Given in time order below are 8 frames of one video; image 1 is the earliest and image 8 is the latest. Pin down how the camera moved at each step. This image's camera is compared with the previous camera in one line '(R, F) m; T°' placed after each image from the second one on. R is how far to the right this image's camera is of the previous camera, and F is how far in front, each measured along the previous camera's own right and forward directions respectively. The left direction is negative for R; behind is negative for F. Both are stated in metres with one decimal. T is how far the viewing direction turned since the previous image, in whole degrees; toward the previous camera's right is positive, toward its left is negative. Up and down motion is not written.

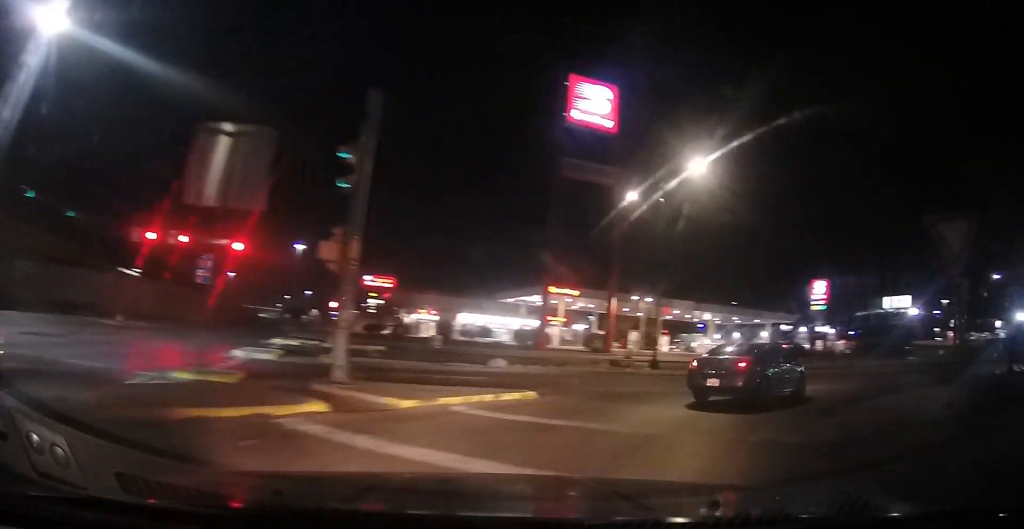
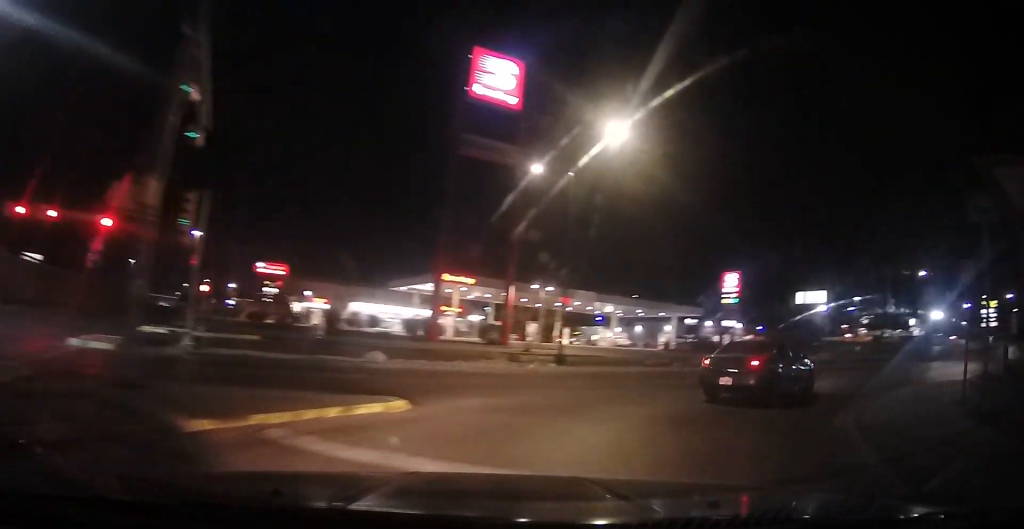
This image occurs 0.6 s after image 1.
(+0.1, +3.1) m; +10°
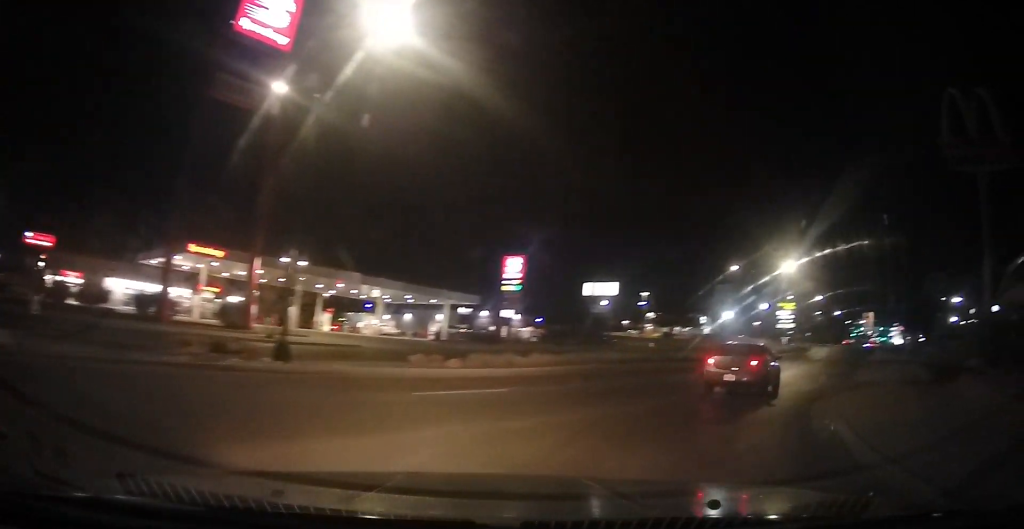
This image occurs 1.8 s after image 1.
(+1.8, +5.7) m; +31°
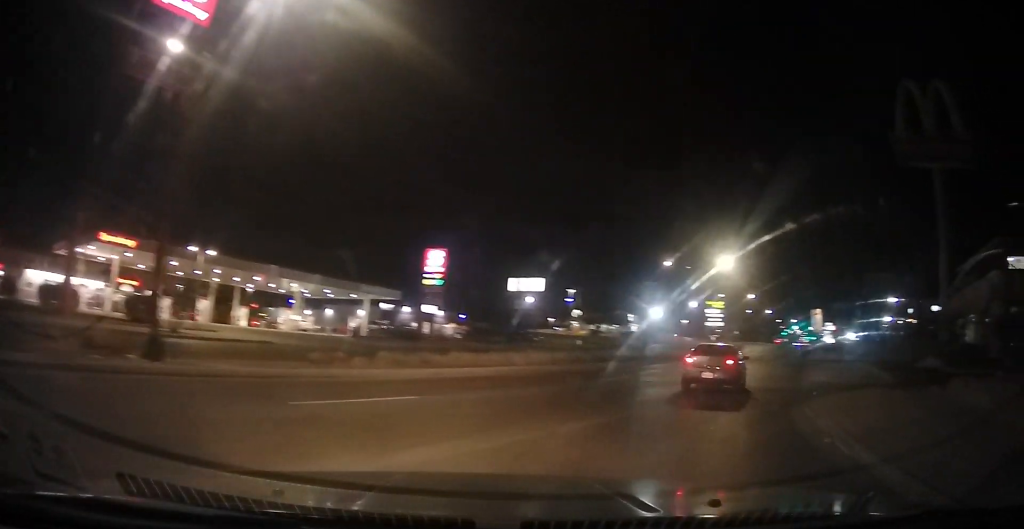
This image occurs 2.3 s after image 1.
(+0.2, +2.2) m; +9°
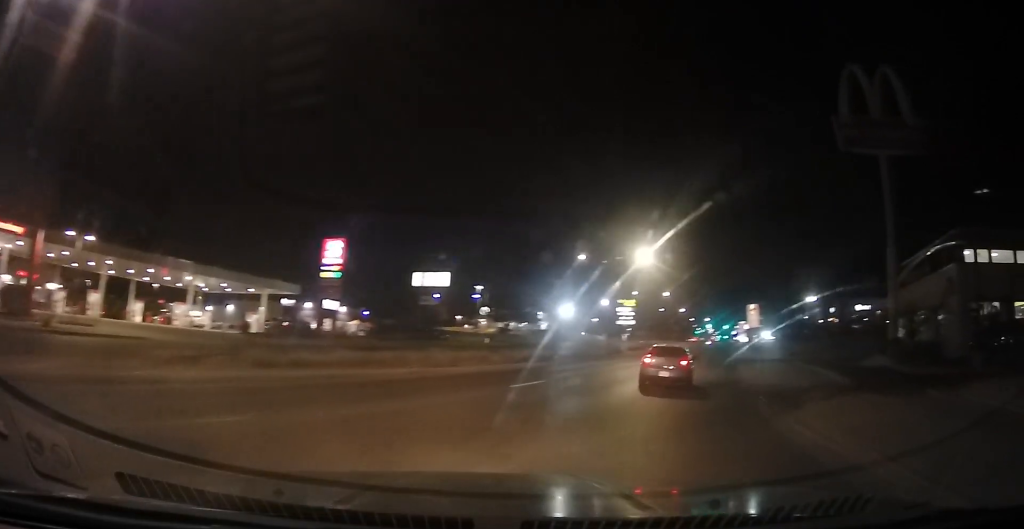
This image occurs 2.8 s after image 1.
(+0.2, +3.2) m; +2°
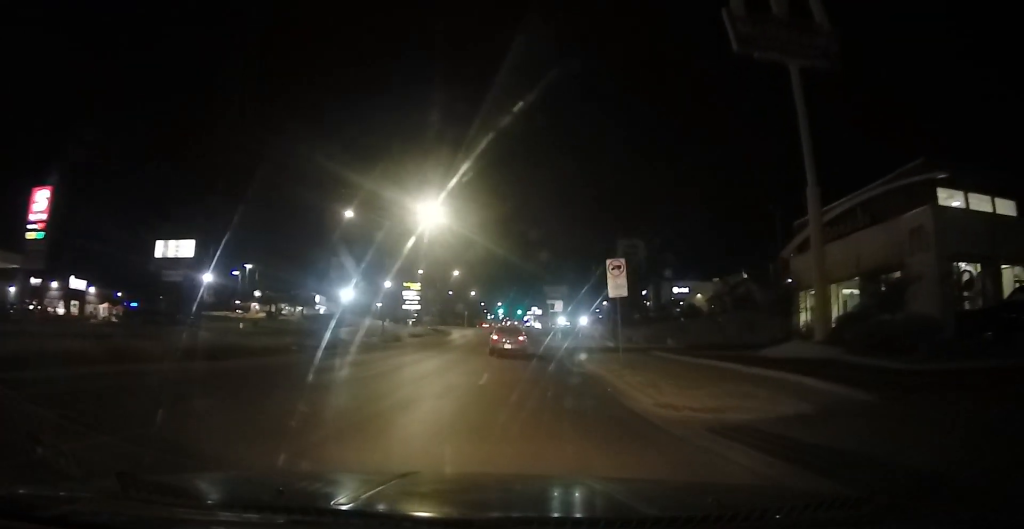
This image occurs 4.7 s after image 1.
(+0.8, +12.3) m; +12°
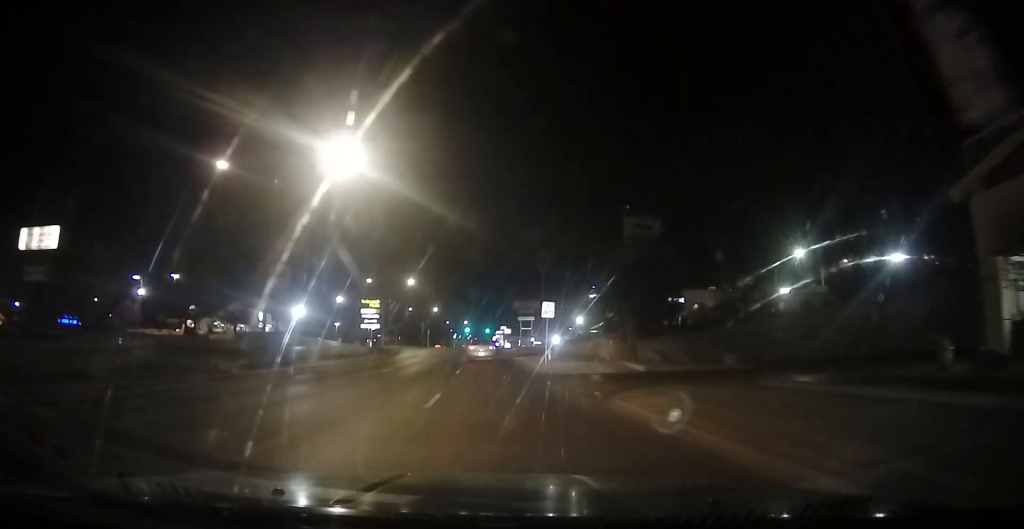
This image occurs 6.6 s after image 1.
(+2.7, +15.1) m; +16°
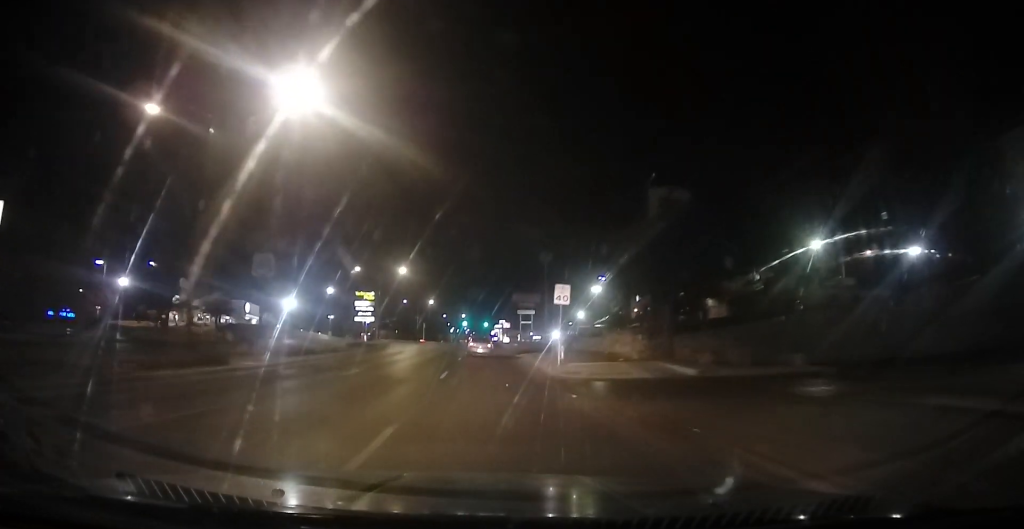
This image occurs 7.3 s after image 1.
(+0.1, +6.2) m; +3°
